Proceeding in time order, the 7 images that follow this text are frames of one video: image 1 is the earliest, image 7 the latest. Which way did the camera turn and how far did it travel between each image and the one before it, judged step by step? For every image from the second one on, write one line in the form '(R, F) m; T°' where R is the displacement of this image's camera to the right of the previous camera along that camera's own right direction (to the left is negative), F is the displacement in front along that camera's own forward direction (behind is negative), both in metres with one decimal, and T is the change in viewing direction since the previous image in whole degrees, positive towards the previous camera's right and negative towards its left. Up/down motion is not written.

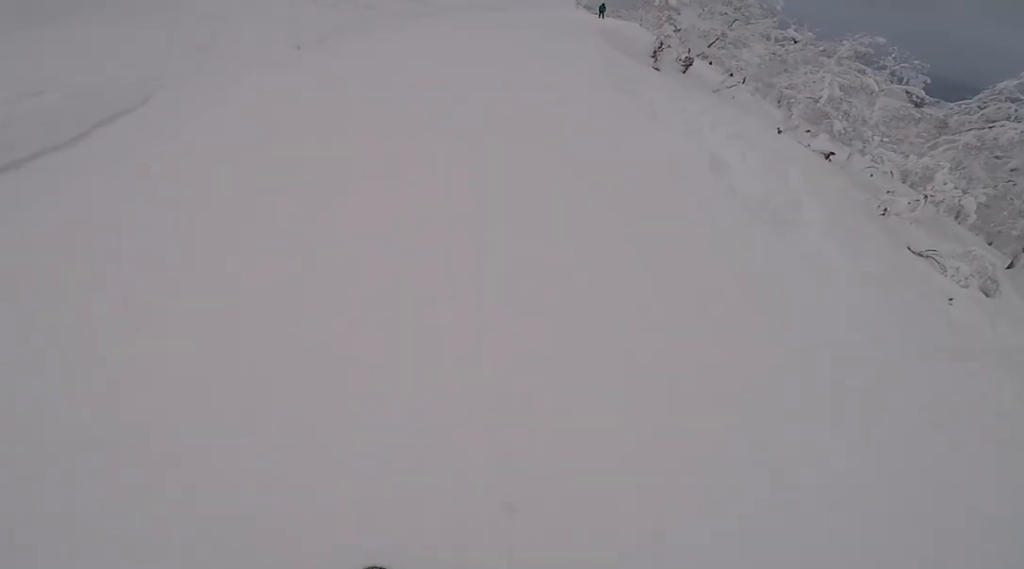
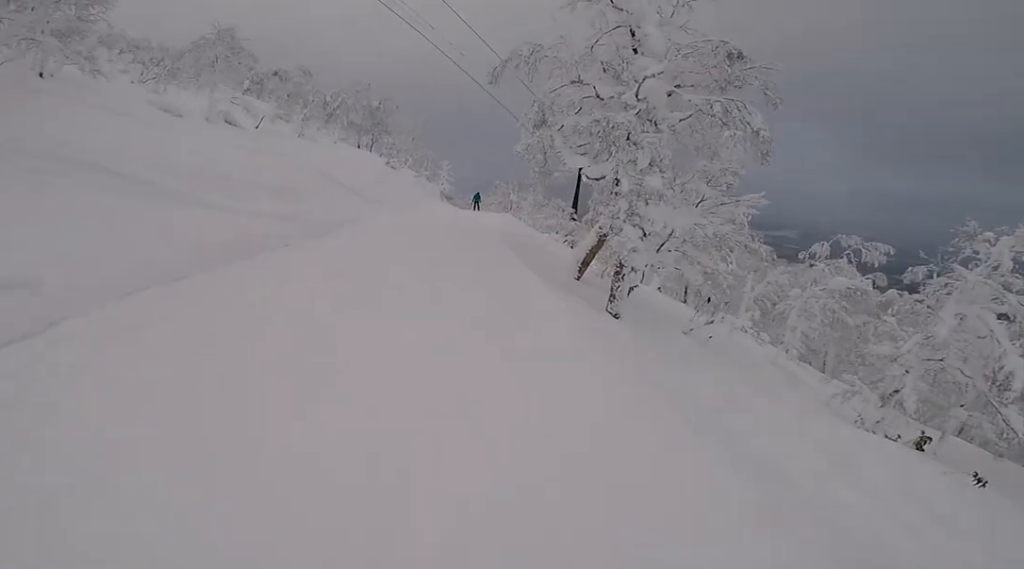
(+0.8, +15.9) m; +11°
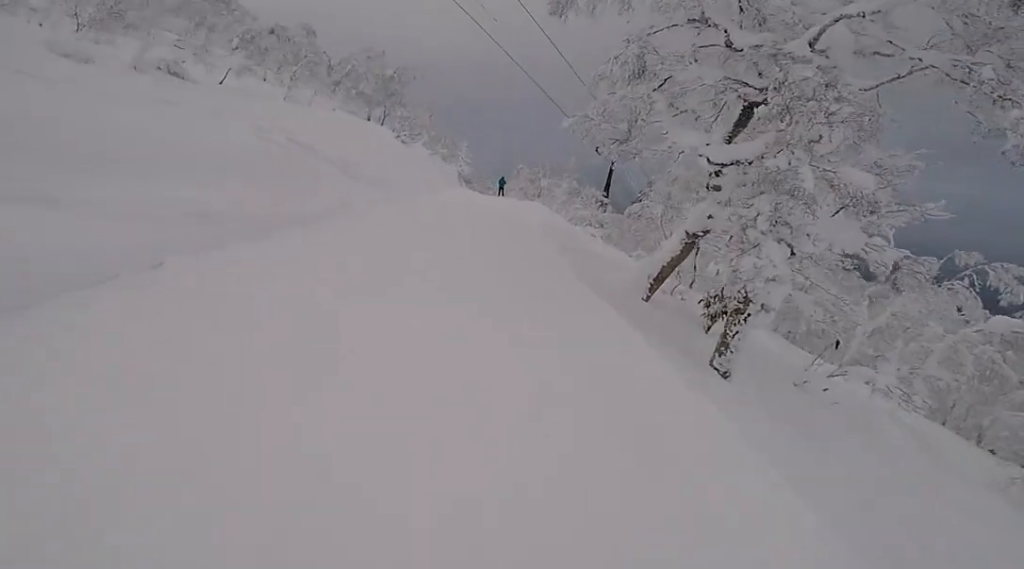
(+0.5, +5.8) m; +5°
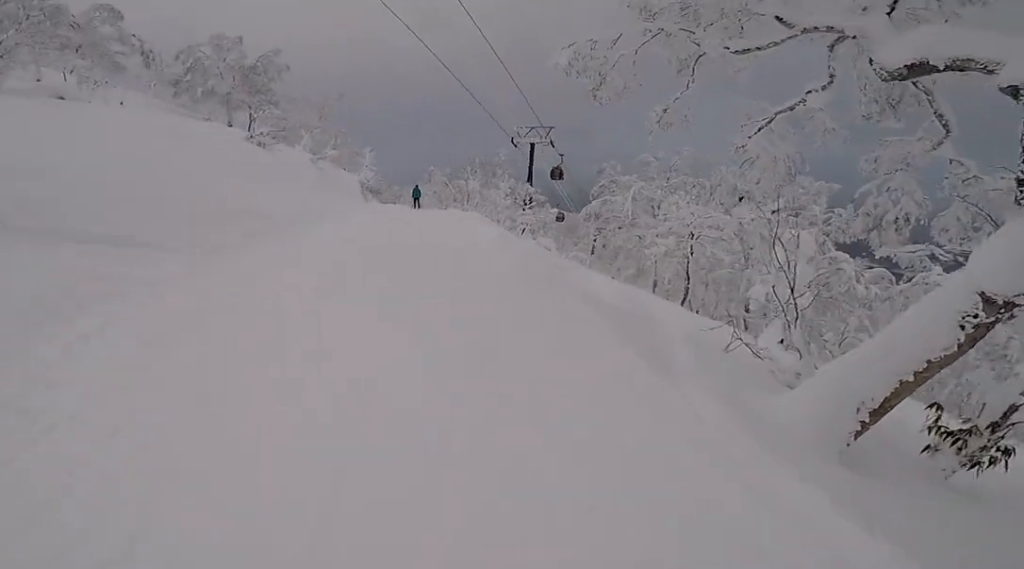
(+0.1, +10.3) m; +6°
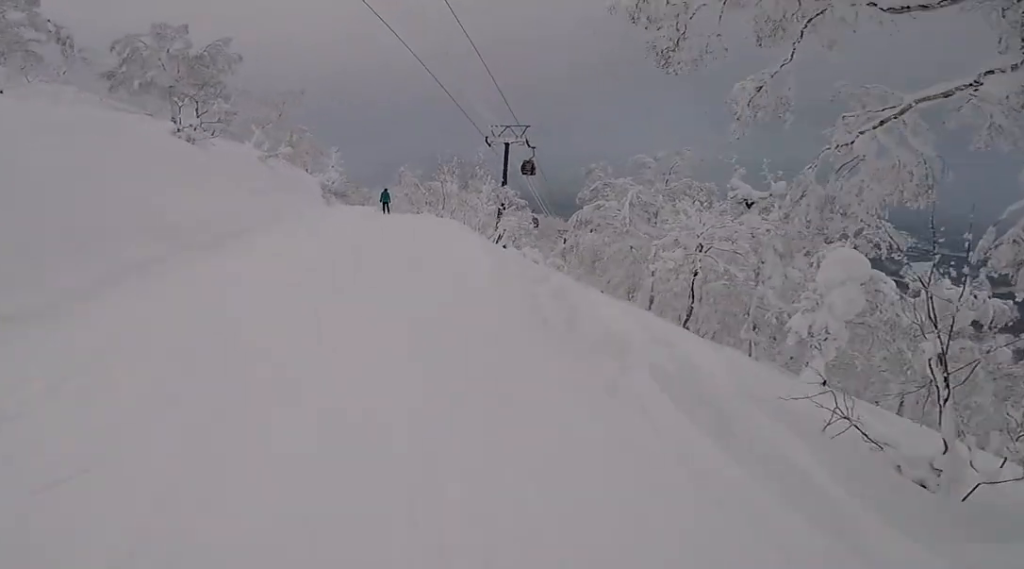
(+0.4, +3.1) m; 0°
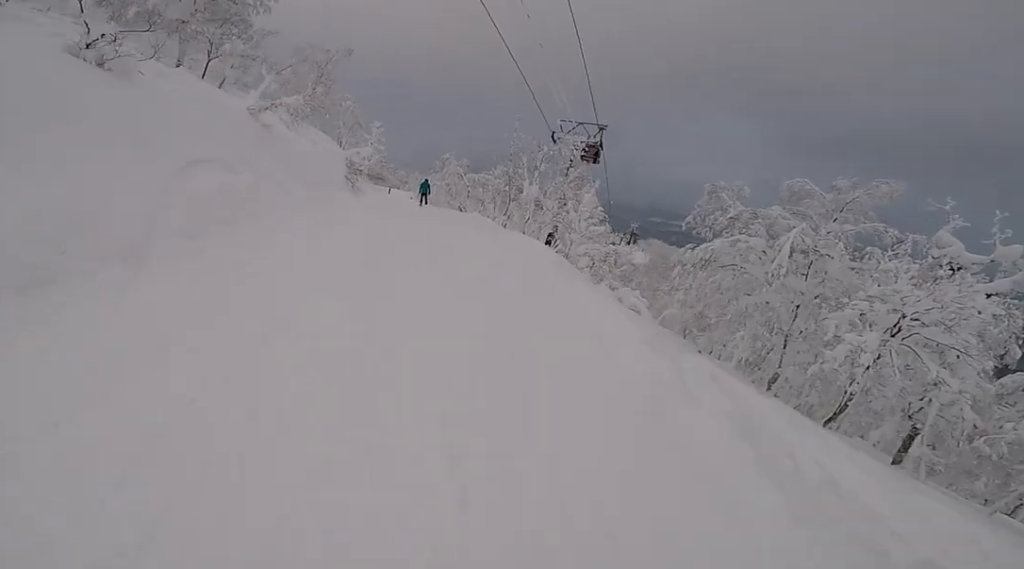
(-0.3, +6.9) m; 0°
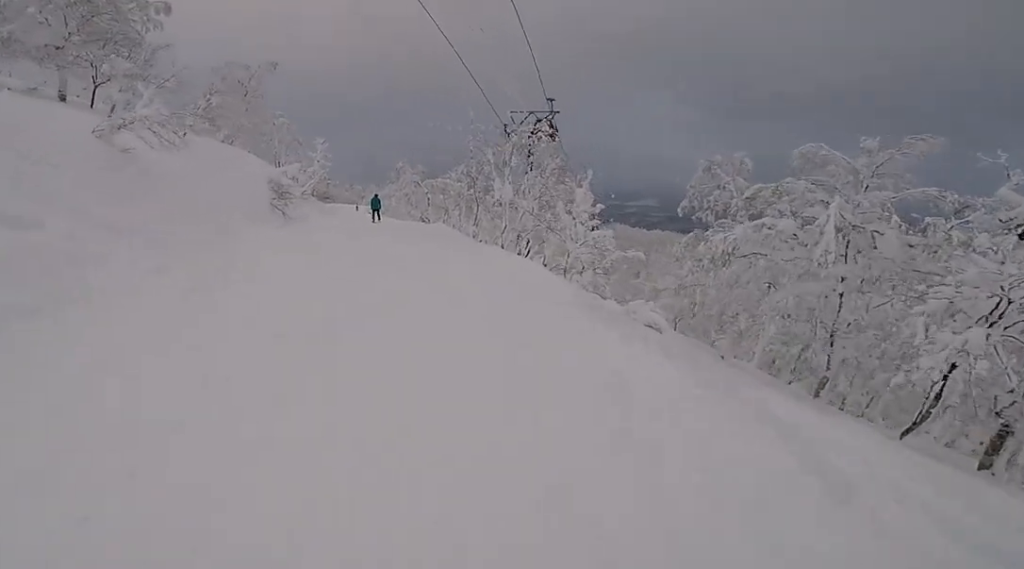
(+0.5, +3.4) m; -4°
